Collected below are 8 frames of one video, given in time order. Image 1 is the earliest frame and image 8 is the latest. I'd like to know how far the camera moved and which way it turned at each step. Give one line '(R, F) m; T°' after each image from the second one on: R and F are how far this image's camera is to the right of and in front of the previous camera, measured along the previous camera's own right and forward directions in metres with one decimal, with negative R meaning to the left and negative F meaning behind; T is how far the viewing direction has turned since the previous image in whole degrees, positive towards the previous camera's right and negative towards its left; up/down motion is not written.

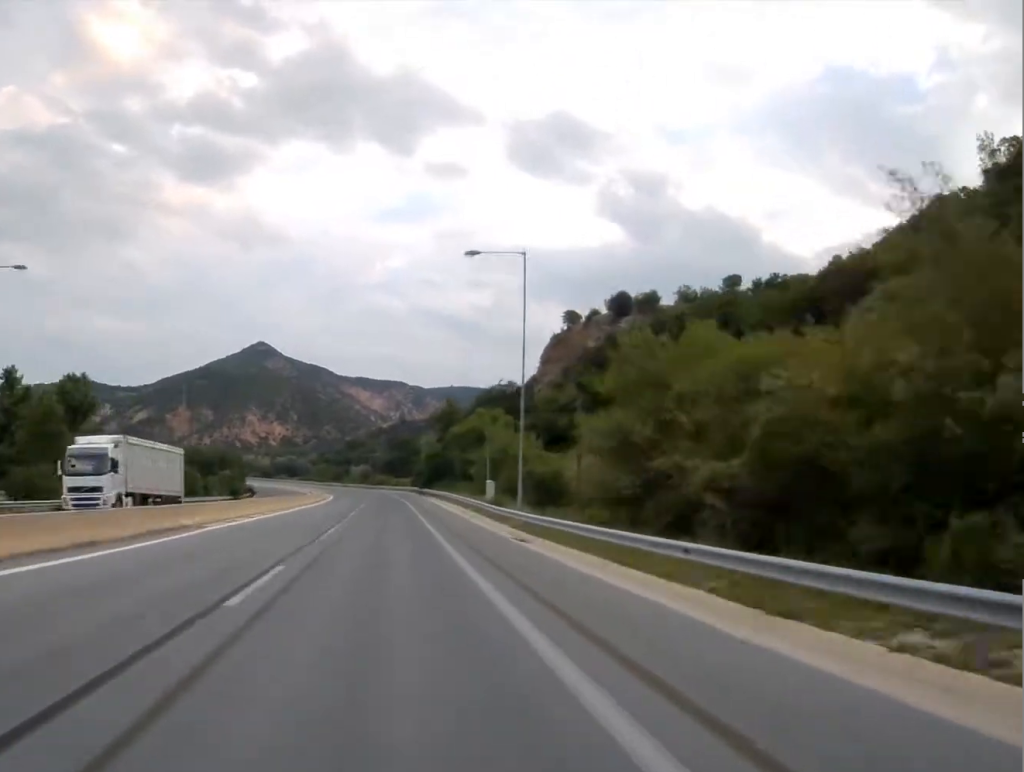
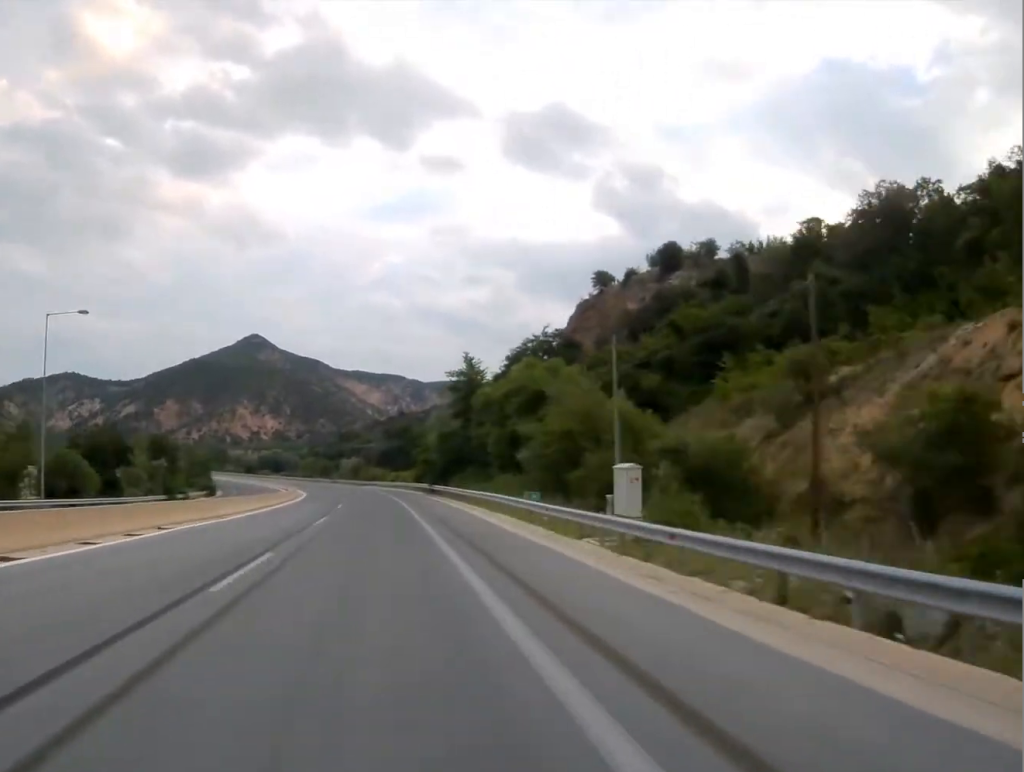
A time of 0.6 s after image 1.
(+0.1, +36.5) m; 0°
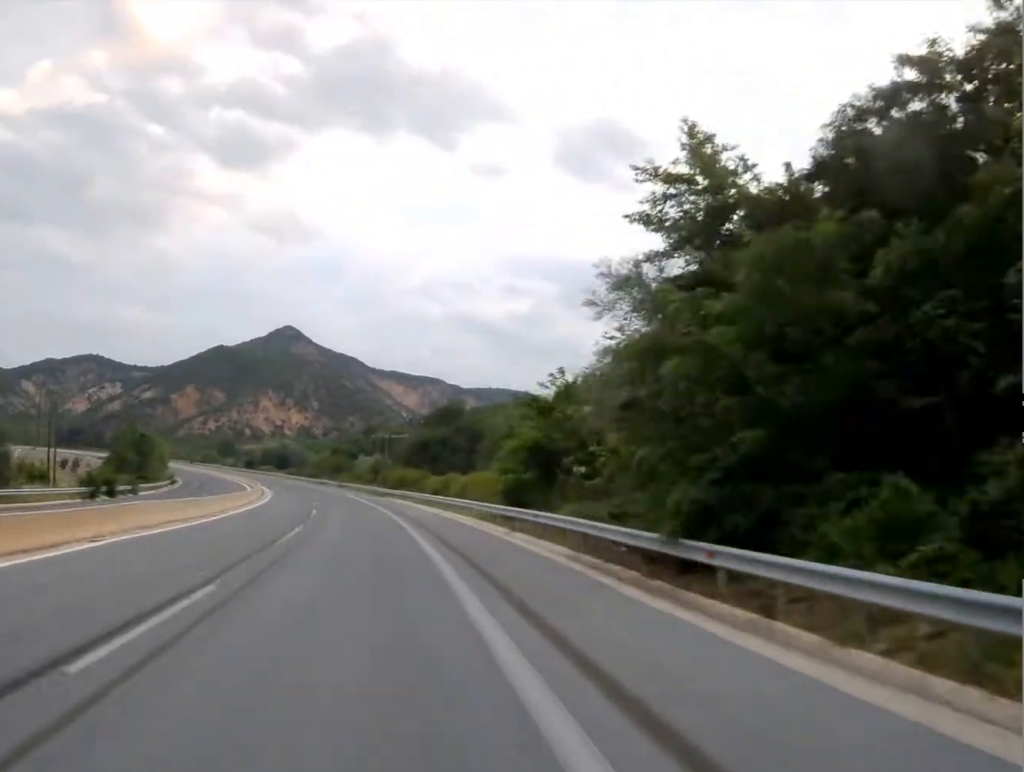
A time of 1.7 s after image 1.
(-0.5, +62.1) m; -2°
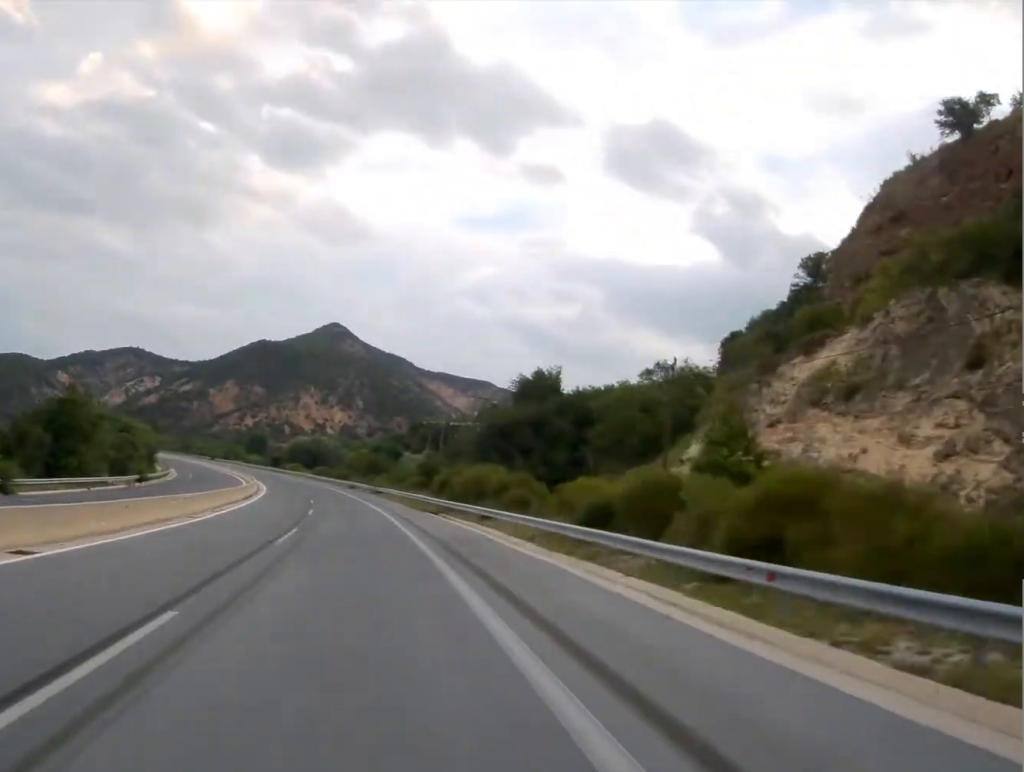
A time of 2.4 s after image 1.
(-0.5, +40.9) m; -3°
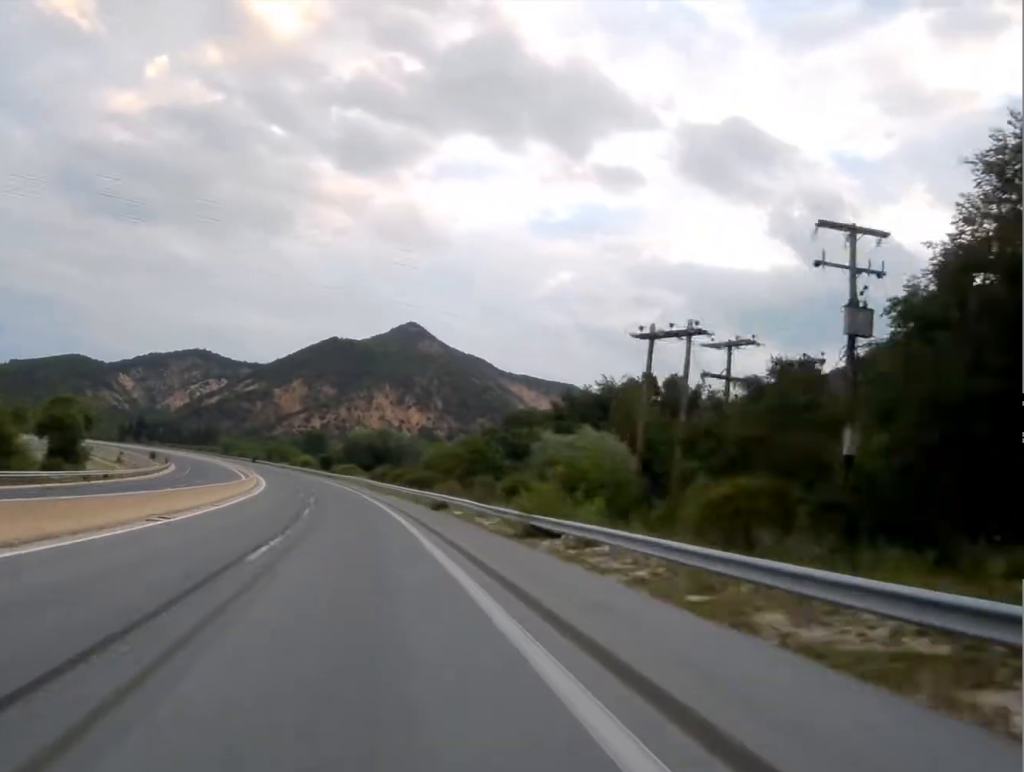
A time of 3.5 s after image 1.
(-2.7, +60.9) m; -6°
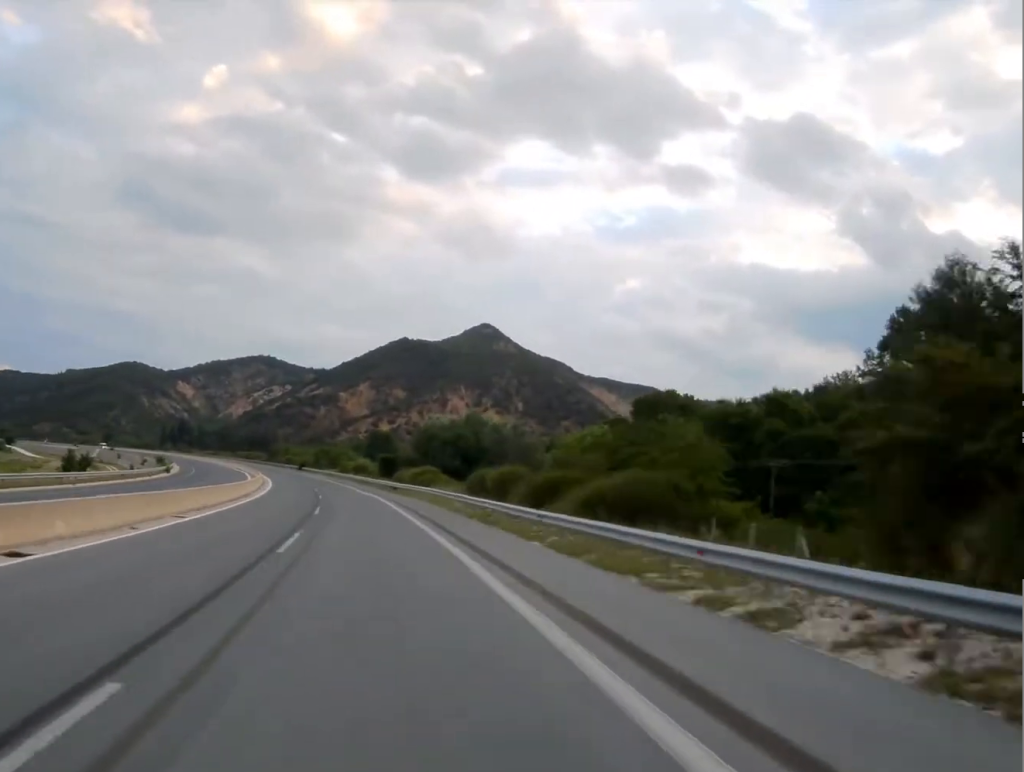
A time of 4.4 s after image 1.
(-2.6, +53.2) m; -5°
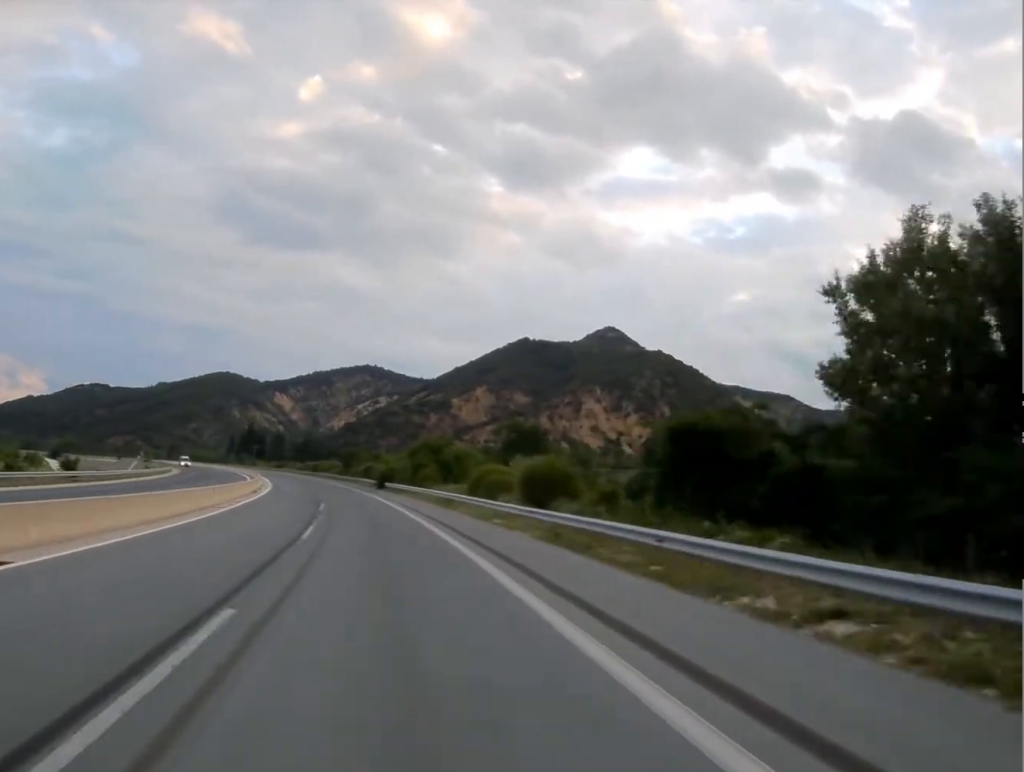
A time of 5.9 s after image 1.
(-5.4, +86.6) m; -7°
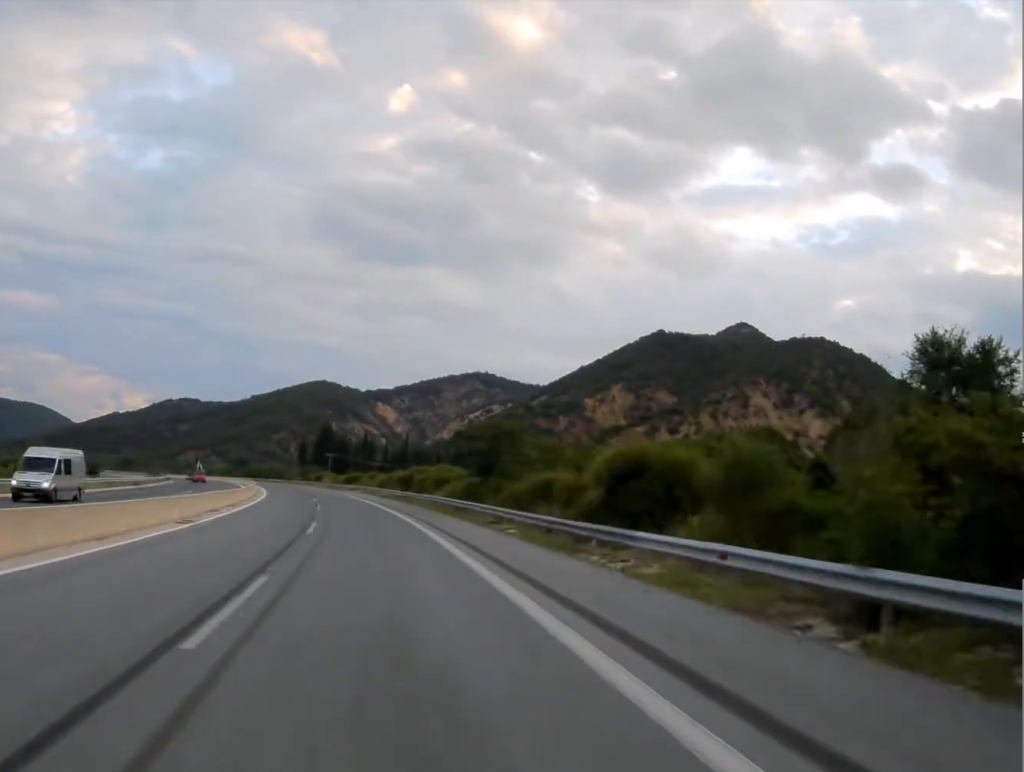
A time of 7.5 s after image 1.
(-4.7, +83.7) m; -6°
